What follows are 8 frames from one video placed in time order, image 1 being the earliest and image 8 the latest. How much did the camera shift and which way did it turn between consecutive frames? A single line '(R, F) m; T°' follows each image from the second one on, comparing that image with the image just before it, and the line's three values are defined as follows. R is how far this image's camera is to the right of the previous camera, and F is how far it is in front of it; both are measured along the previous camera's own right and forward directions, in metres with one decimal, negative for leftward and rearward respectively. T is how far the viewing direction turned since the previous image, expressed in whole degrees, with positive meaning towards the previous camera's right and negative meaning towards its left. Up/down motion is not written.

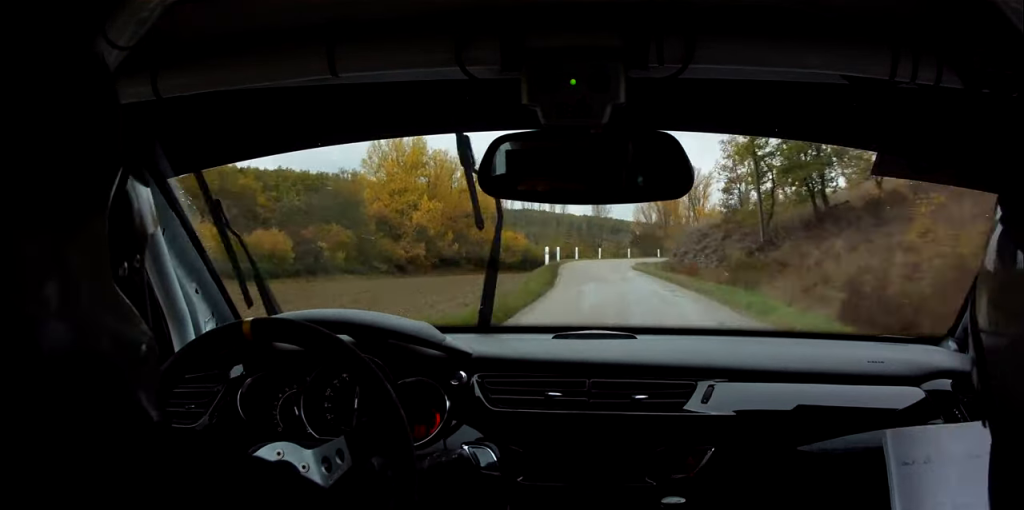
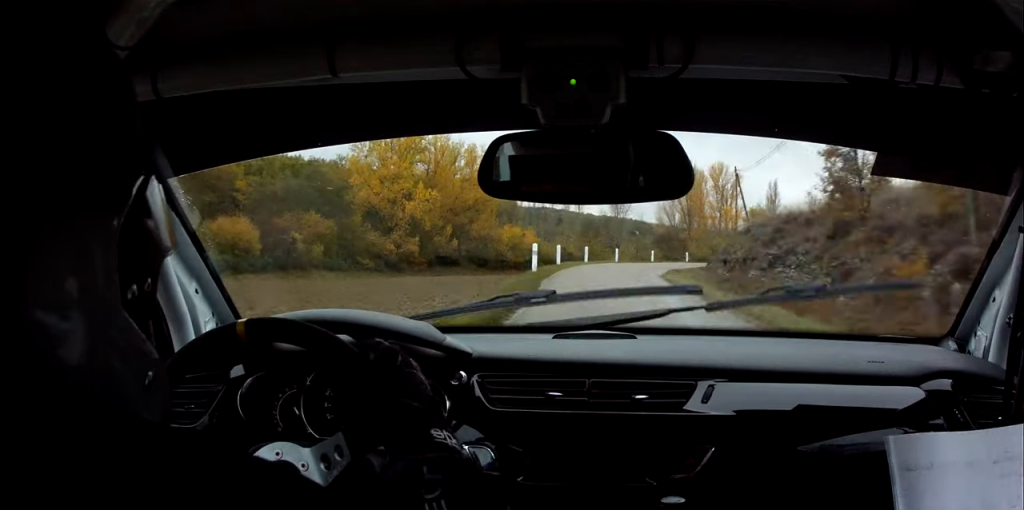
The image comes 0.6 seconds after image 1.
(-0.5, +17.8) m; 0°
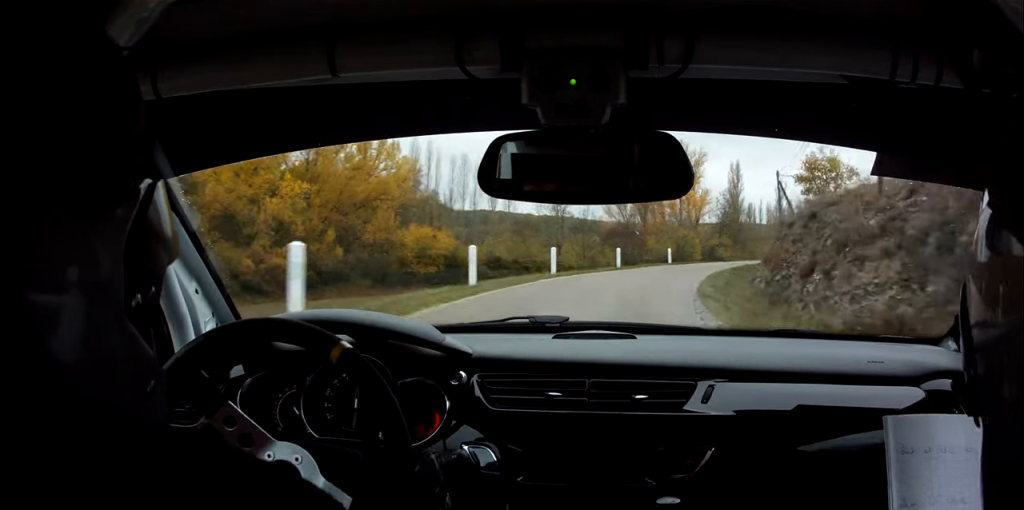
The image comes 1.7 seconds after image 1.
(+1.2, +35.8) m; +5°
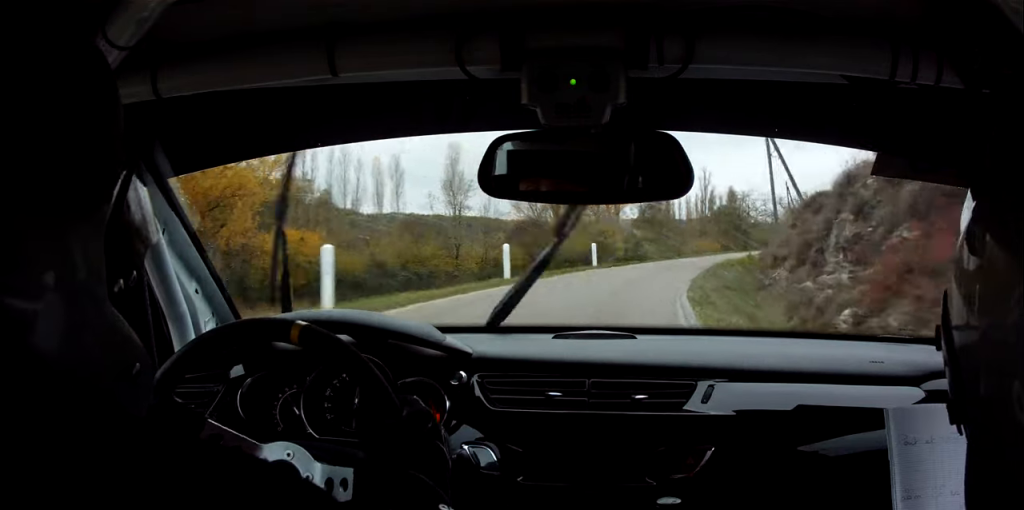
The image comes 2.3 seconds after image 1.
(+1.0, +20.1) m; +5°
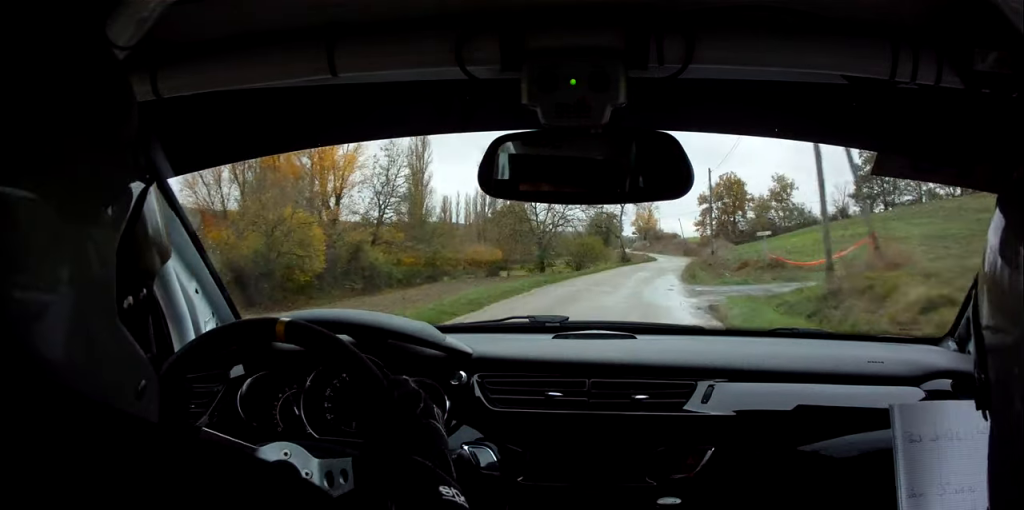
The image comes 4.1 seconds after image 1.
(+8.3, +58.0) m; +14°
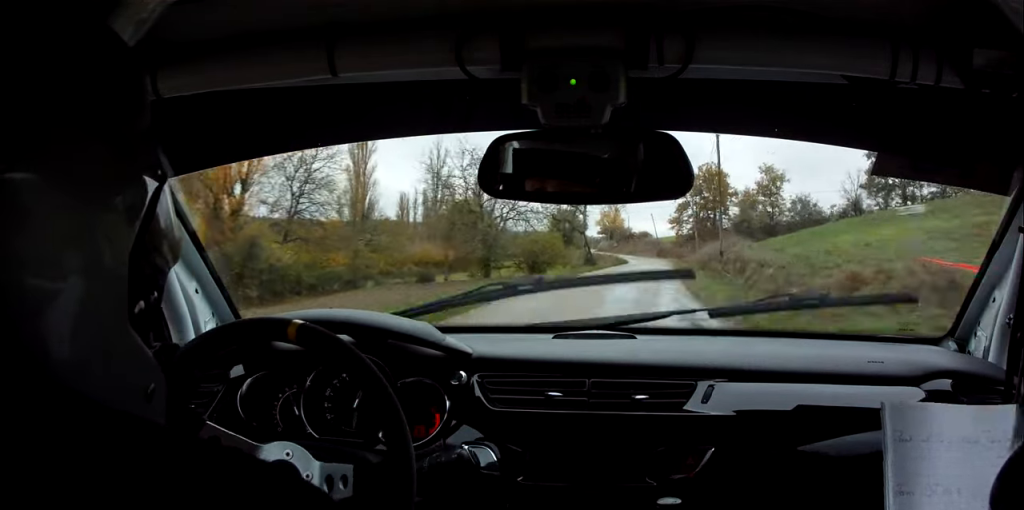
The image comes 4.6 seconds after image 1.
(+0.4, +17.7) m; +3°
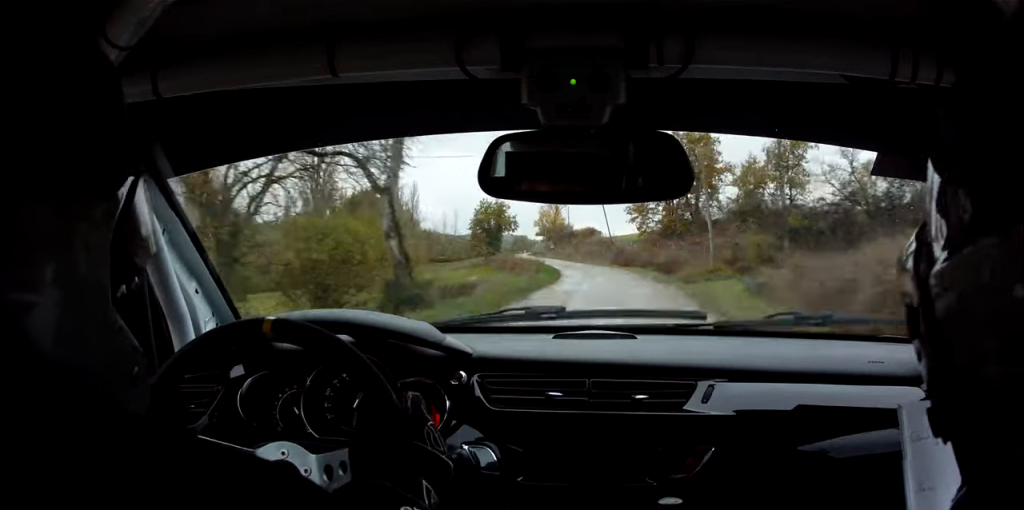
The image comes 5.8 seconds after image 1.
(+1.4, +46.0) m; +1°
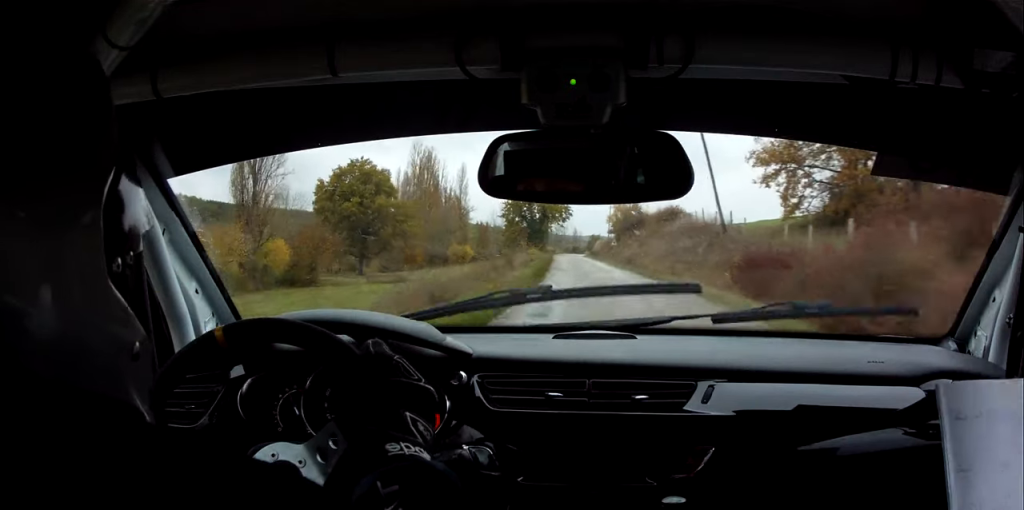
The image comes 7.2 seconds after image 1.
(-2.0, +52.1) m; -5°
